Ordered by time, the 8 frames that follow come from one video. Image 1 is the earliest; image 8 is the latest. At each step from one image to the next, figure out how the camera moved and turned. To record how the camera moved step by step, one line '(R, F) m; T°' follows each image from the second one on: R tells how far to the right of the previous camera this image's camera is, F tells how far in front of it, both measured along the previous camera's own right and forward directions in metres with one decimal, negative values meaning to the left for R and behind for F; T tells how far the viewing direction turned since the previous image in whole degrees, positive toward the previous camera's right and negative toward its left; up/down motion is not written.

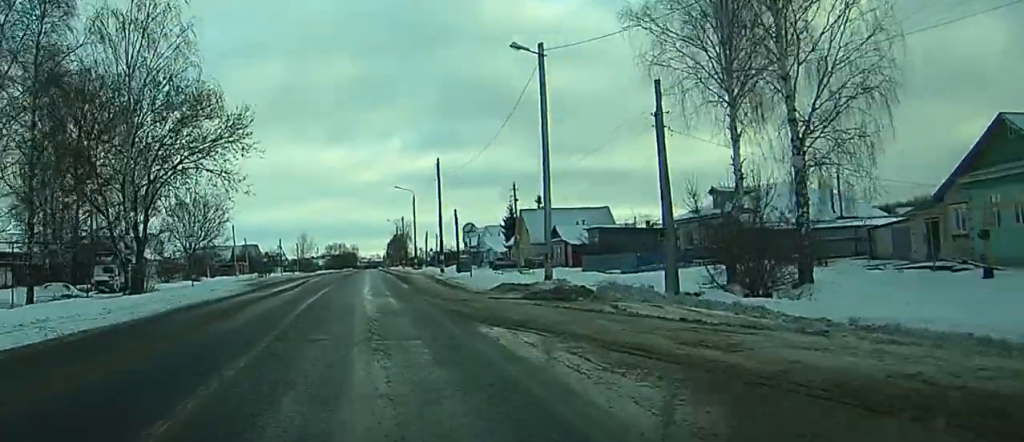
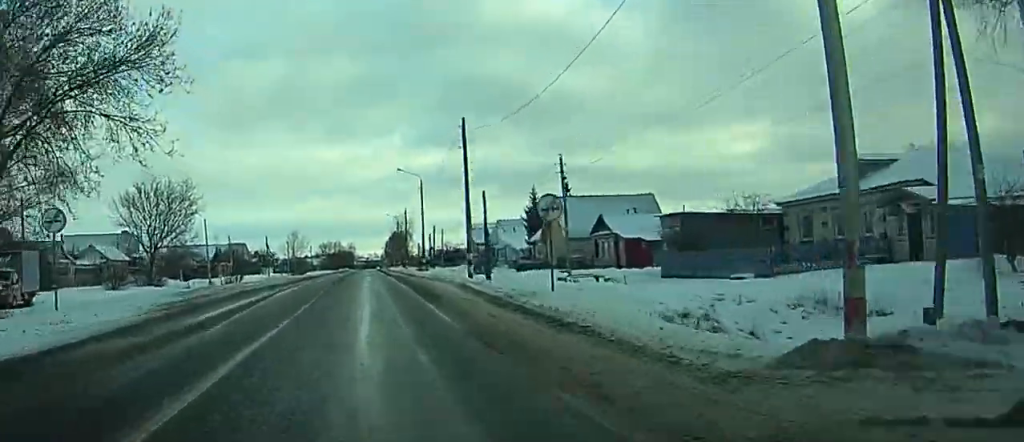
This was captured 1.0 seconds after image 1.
(0.0, +19.6) m; 0°
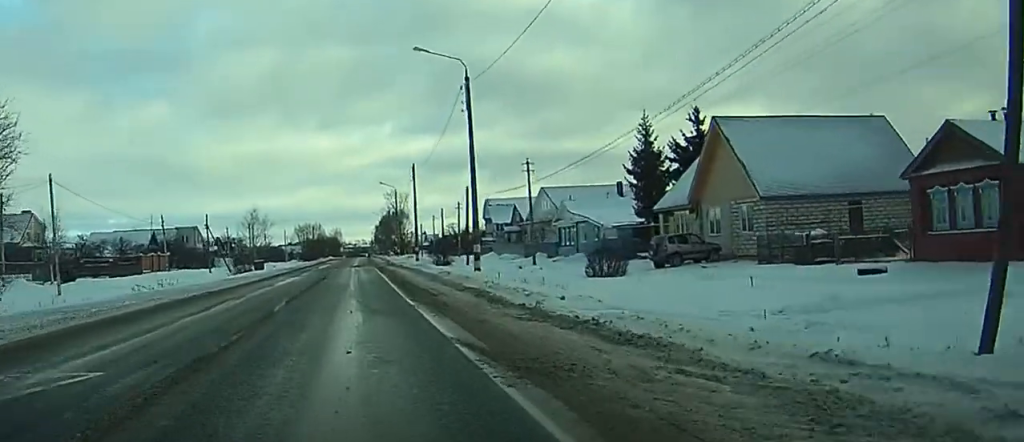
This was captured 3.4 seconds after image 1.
(0.0, +47.4) m; 0°
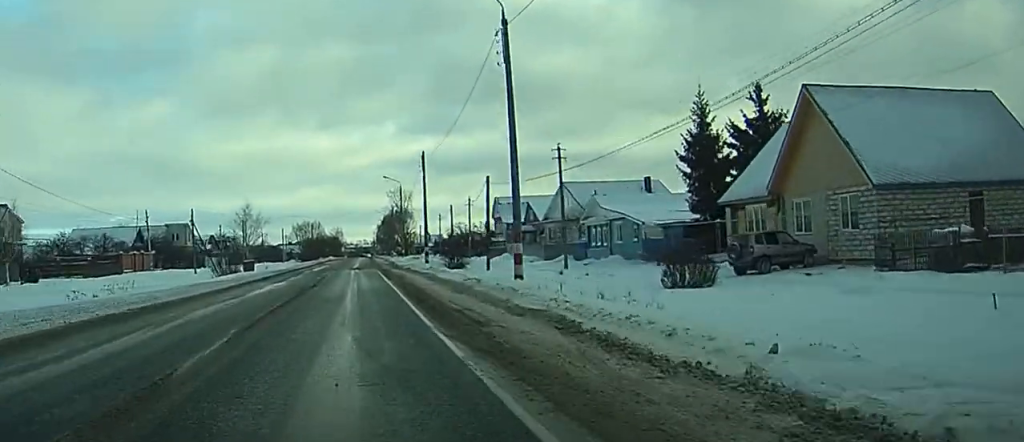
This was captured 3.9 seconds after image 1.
(0.0, +10.0) m; 0°
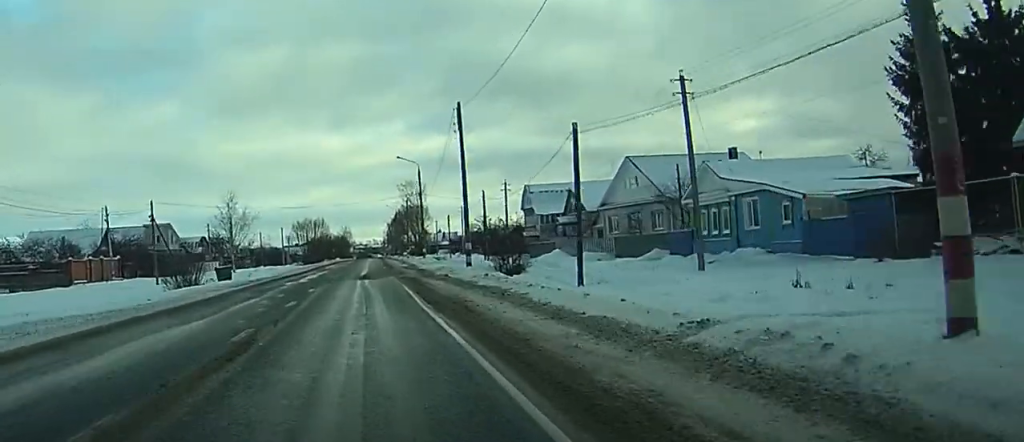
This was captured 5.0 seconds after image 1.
(-0.1, +21.4) m; 0°
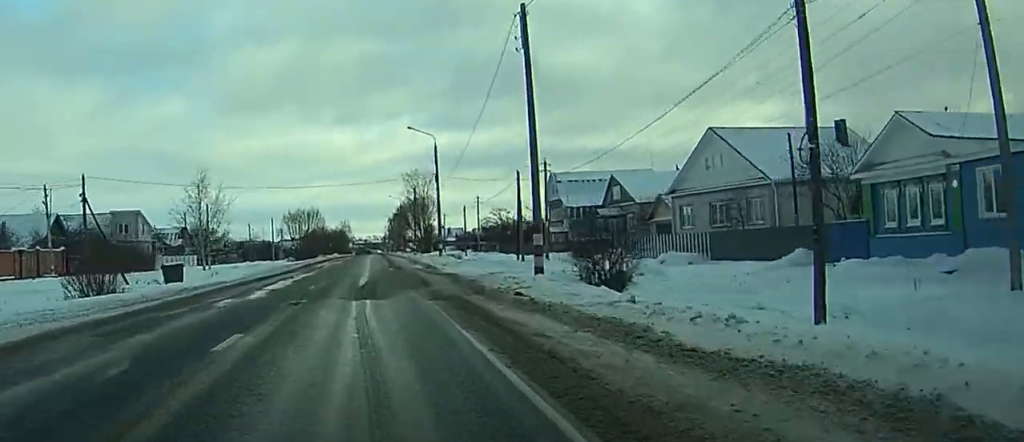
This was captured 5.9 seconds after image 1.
(0.0, +18.1) m; 0°
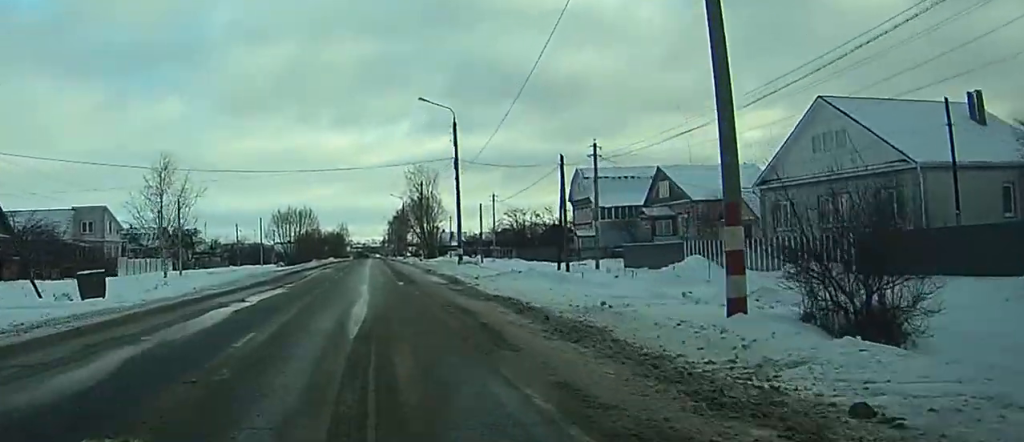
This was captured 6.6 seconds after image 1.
(0.0, +14.6) m; 0°
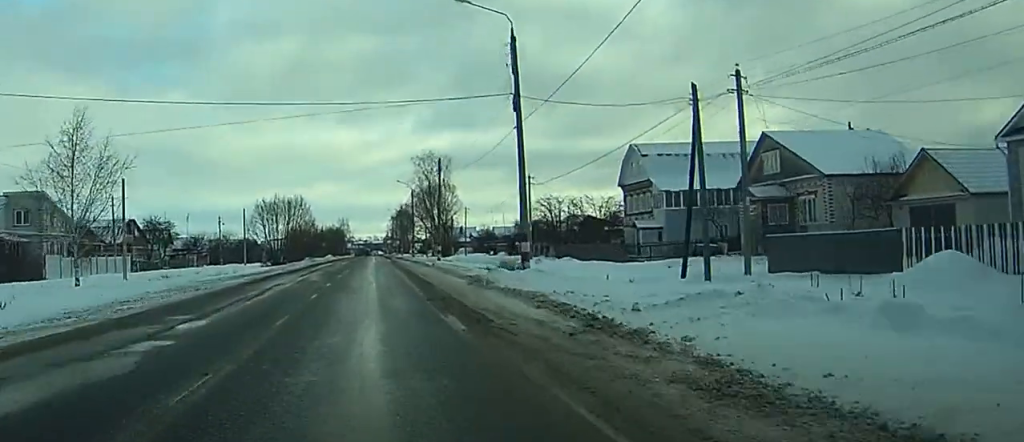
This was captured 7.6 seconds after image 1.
(0.0, +20.2) m; 0°
